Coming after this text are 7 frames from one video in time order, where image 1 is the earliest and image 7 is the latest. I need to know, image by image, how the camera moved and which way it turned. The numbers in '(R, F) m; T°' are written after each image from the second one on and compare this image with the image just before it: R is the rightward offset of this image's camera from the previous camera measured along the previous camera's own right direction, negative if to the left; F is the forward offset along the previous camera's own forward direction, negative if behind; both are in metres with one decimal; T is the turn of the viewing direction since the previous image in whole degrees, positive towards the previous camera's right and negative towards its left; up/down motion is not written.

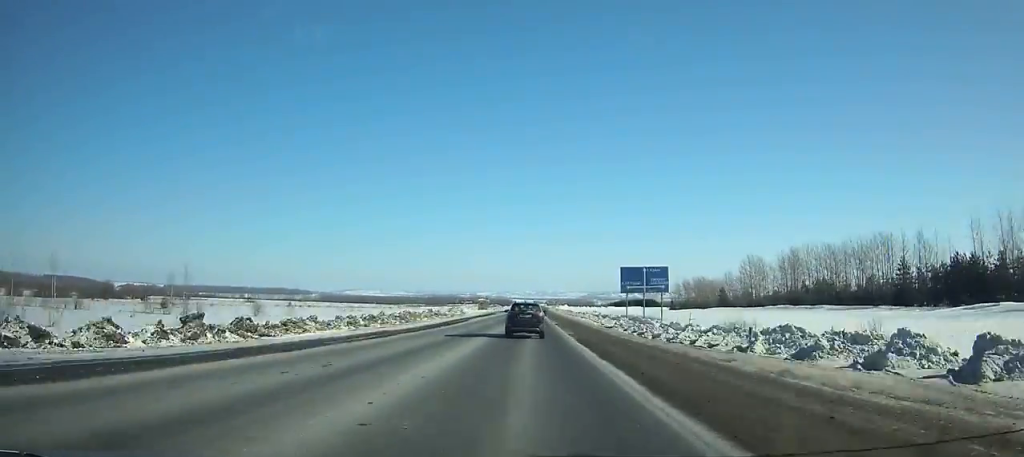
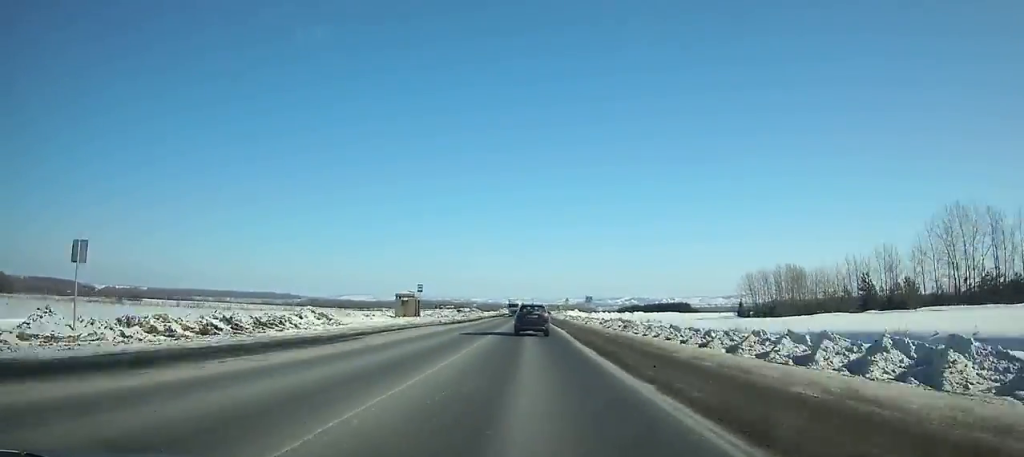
(+0.2, +92.4) m; 0°
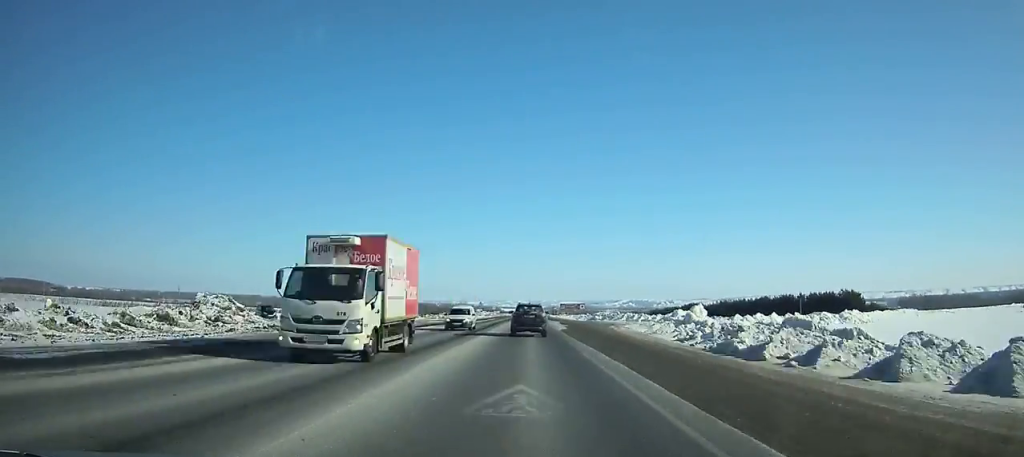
(+0.3, +156.8) m; 0°
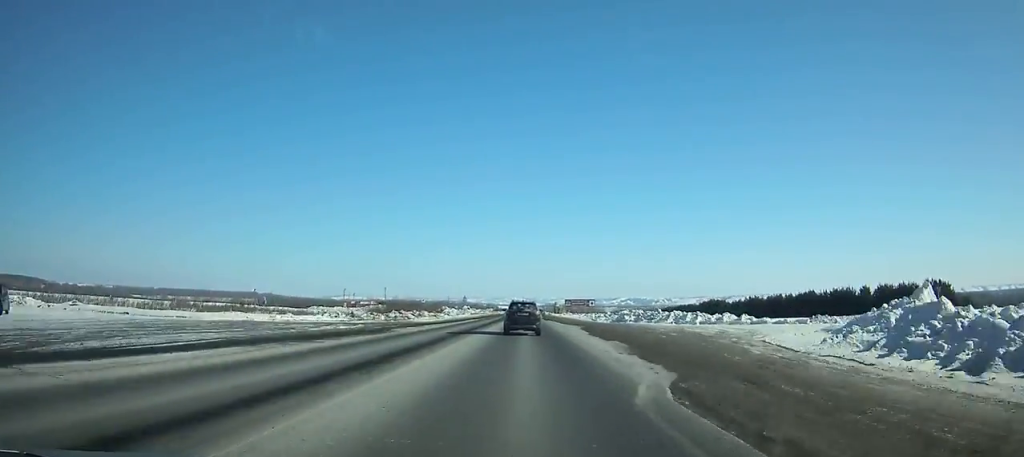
(0.0, +33.0) m; 0°
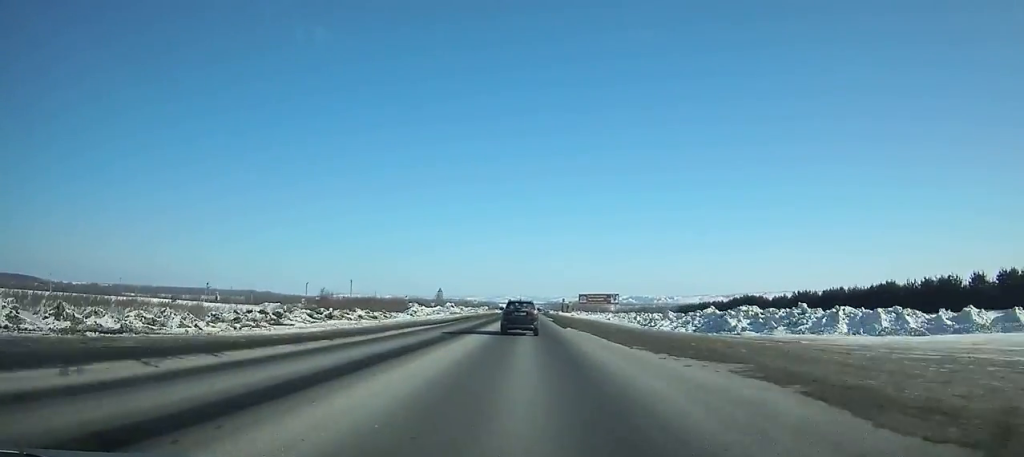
(+0.2, +37.2) m; 0°
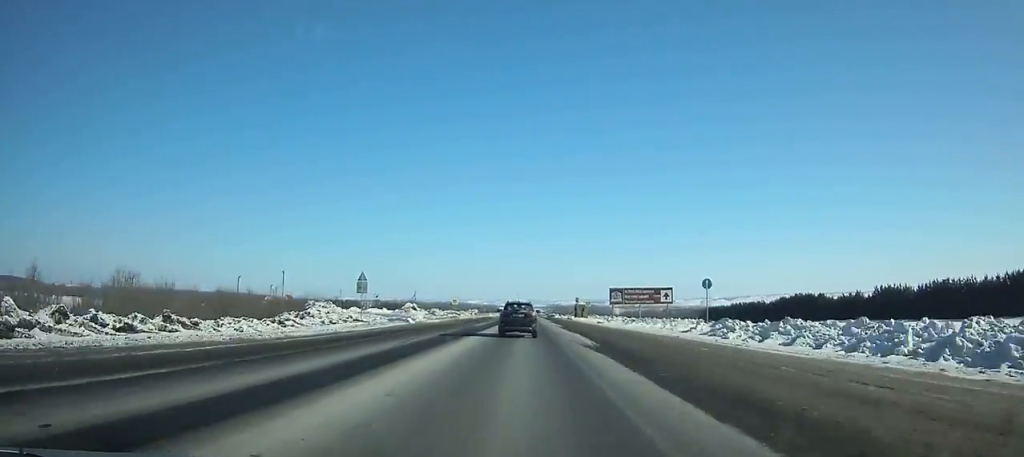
(+0.2, +41.6) m; 0°
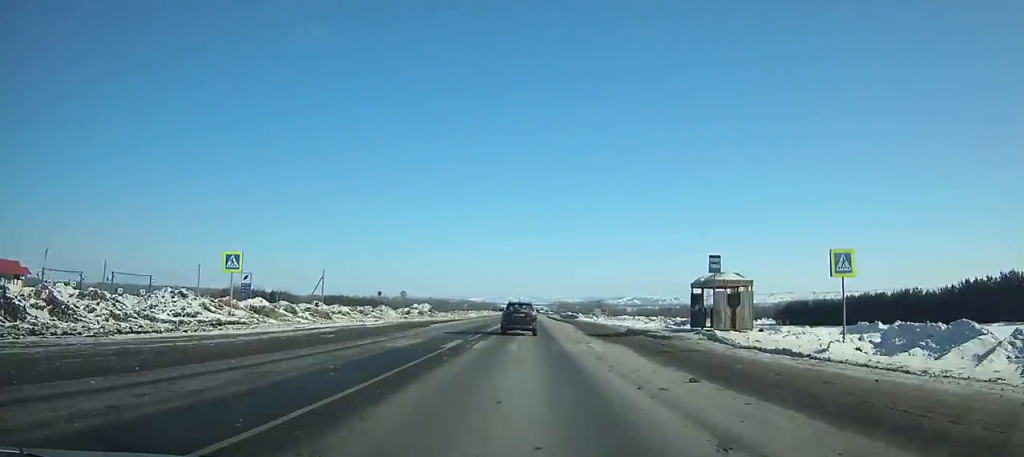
(-0.3, +81.8) m; 0°
